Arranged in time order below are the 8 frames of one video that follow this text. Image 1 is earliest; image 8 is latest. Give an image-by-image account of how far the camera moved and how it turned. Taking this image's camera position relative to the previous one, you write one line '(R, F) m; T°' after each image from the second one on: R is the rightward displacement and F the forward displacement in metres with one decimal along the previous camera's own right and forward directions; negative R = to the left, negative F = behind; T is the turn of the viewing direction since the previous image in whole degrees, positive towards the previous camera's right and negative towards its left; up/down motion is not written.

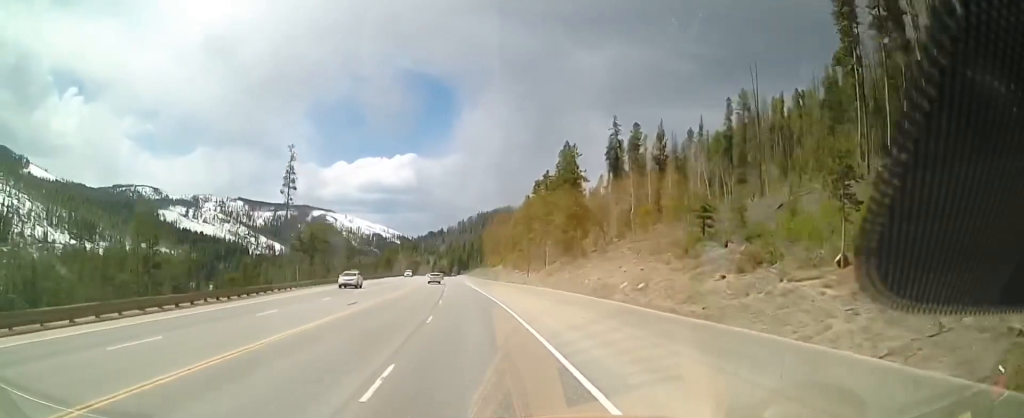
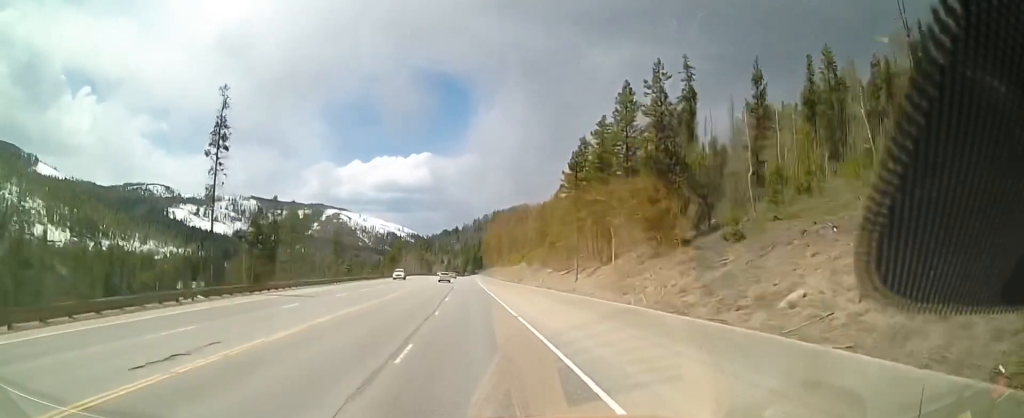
(-0.4, +21.4) m; -2°
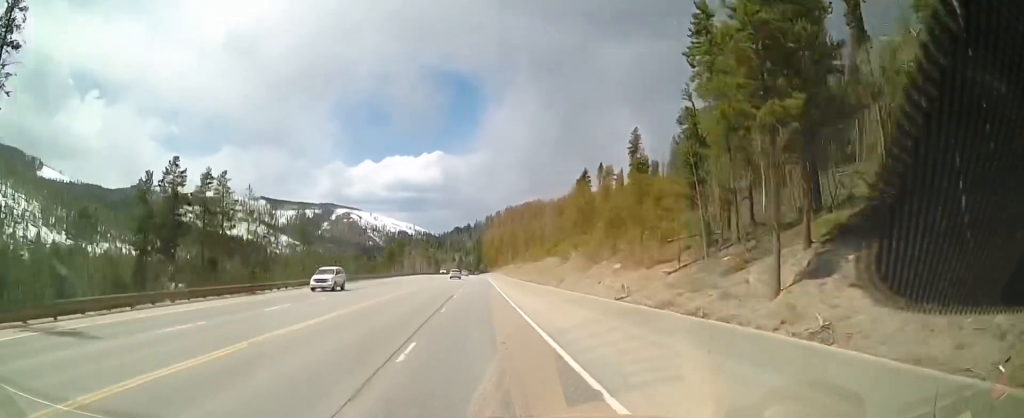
(-0.5, +24.8) m; -1°
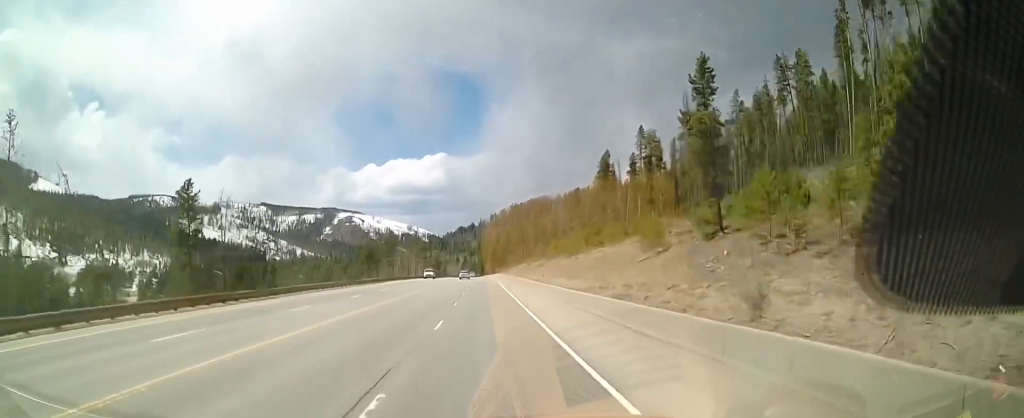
(+0.1, +30.8) m; +1°
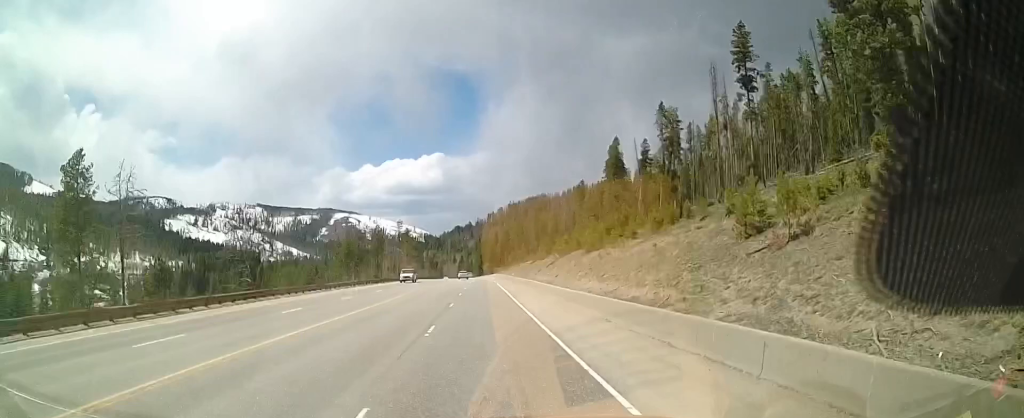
(+0.2, +13.4) m; -1°
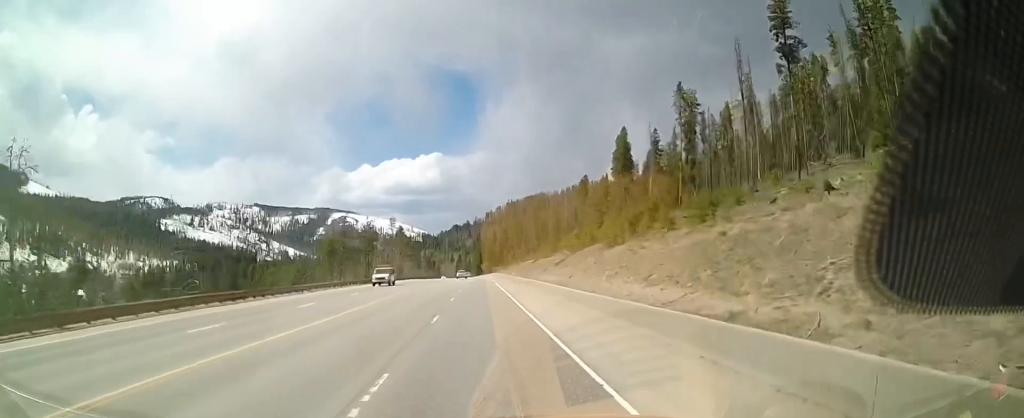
(-0.1, +9.2) m; 0°
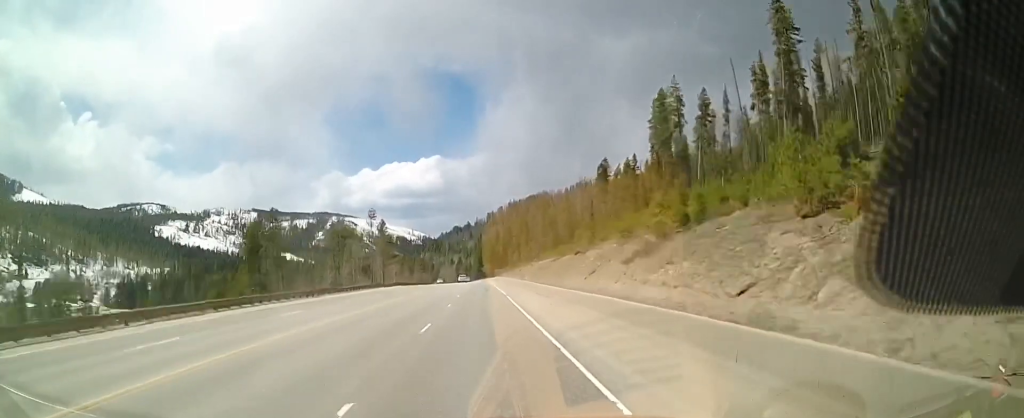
(-0.3, +27.6) m; -1°
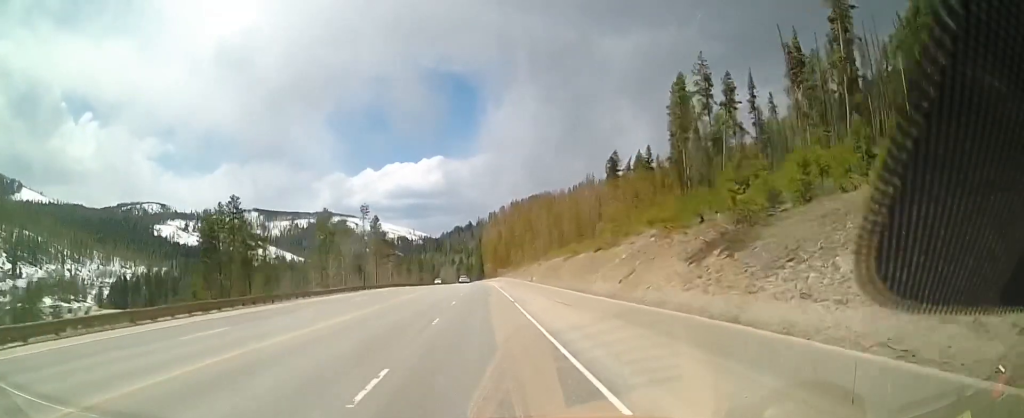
(+0.2, +9.3) m; 0°
